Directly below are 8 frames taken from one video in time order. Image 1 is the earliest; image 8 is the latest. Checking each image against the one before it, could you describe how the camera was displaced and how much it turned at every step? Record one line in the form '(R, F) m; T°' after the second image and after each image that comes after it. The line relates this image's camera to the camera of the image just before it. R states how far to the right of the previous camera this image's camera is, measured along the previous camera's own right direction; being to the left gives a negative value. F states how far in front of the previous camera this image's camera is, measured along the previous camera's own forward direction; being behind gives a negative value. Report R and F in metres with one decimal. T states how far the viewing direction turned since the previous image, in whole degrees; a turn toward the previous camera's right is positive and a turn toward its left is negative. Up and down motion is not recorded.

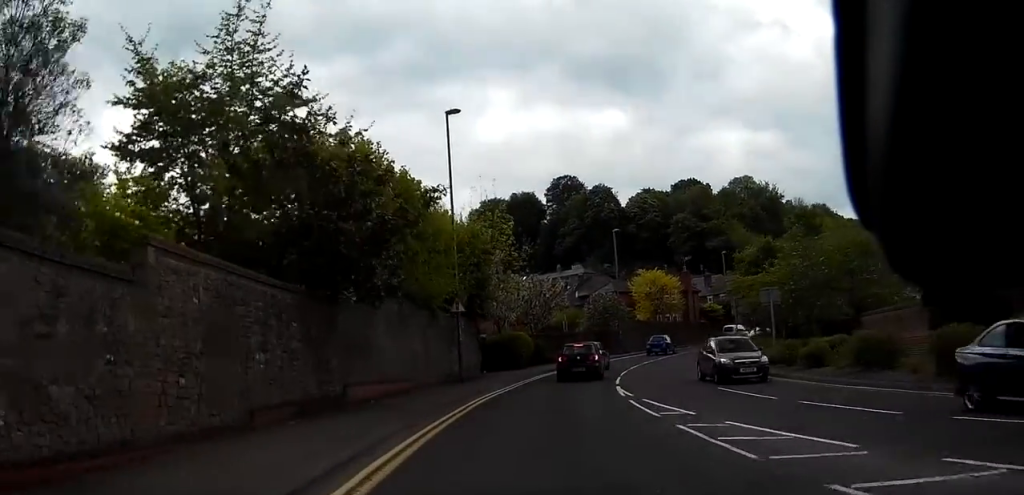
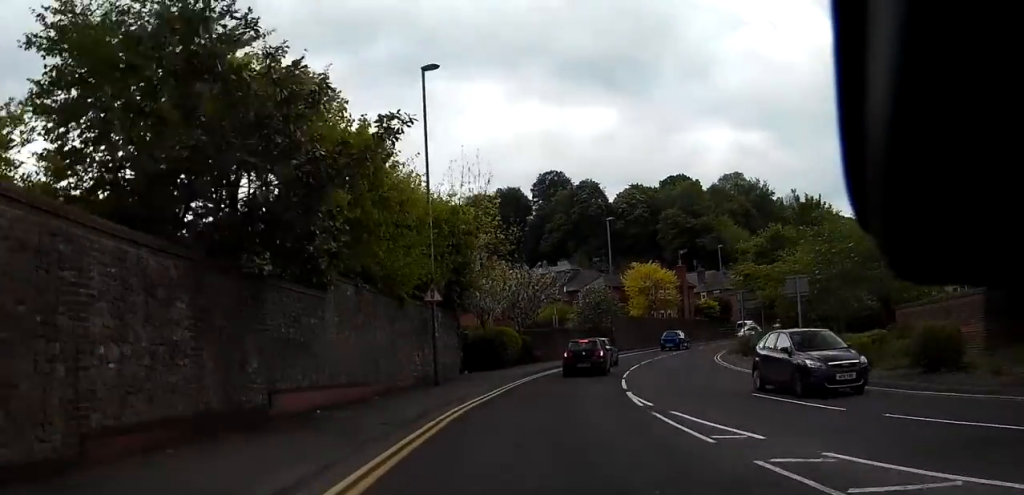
(-0.1, +5.1) m; -2°
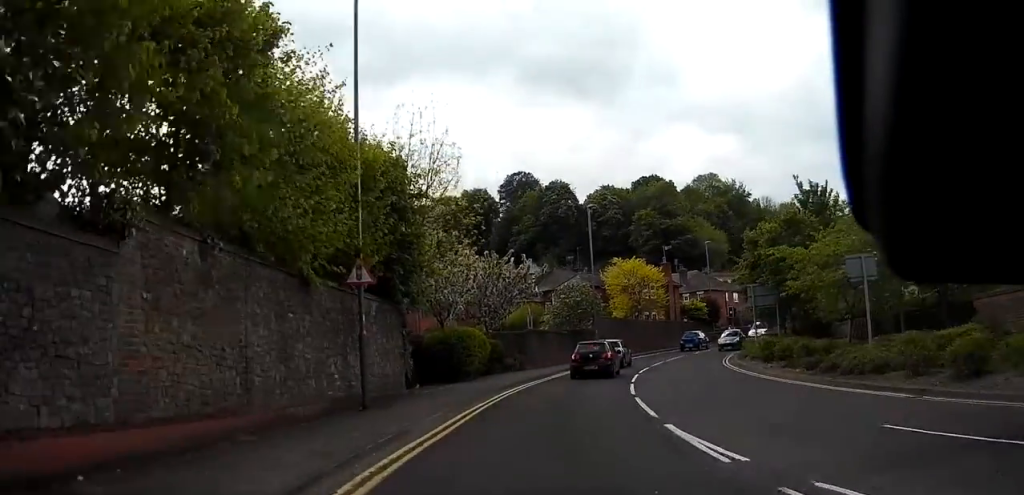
(-0.5, +8.8) m; -2°
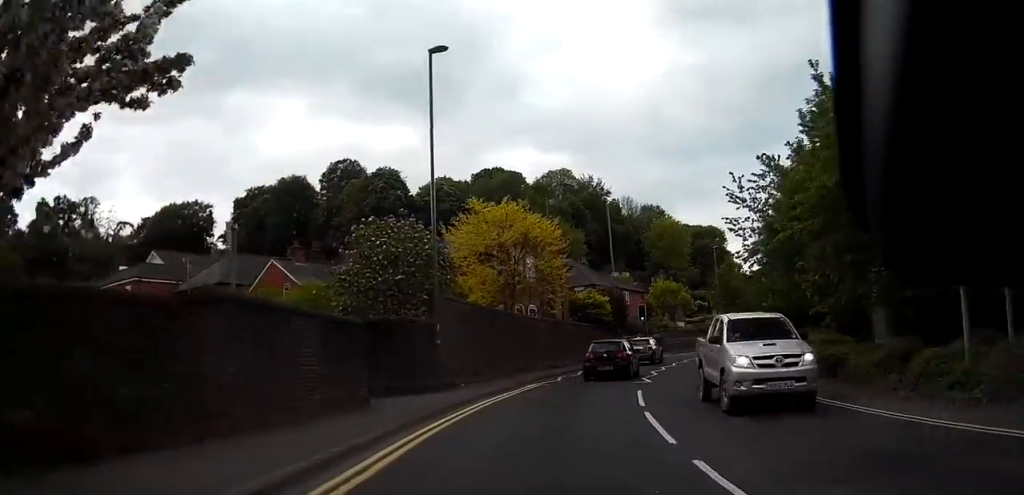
(+4.2, +31.6) m; +17°
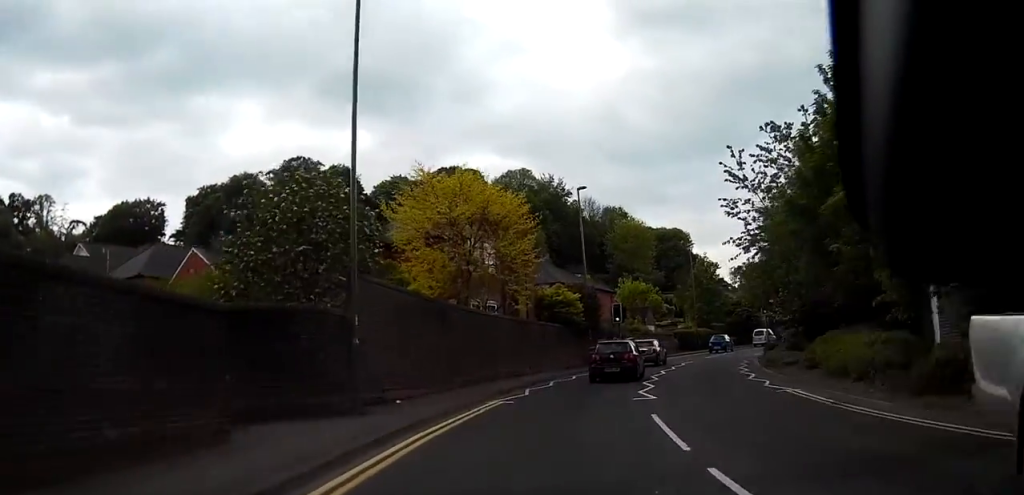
(+0.4, +6.8) m; +2°
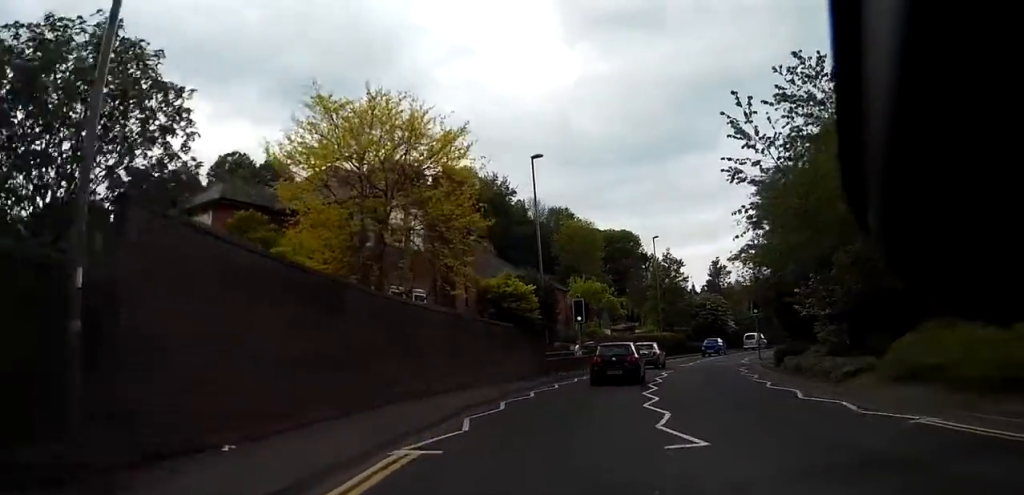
(+0.2, +8.8) m; +3°
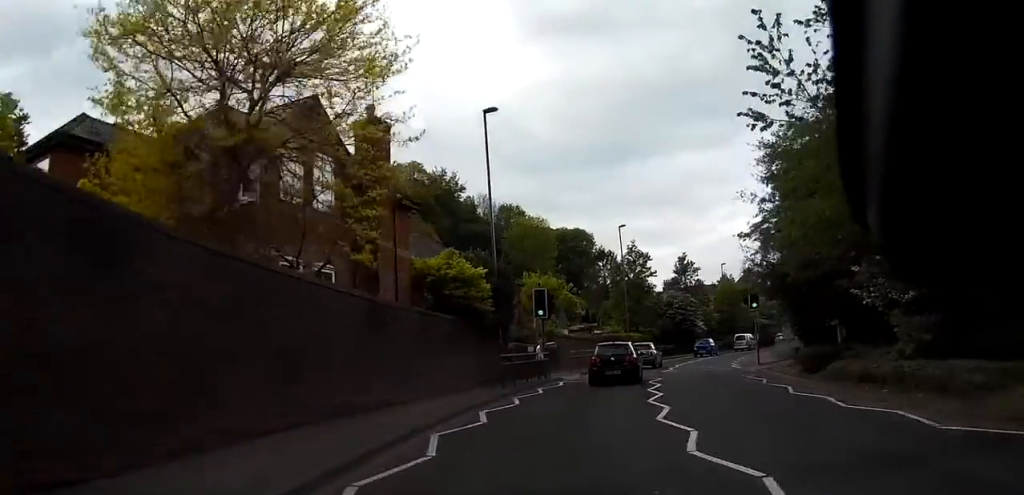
(-0.1, +7.8) m; +2°
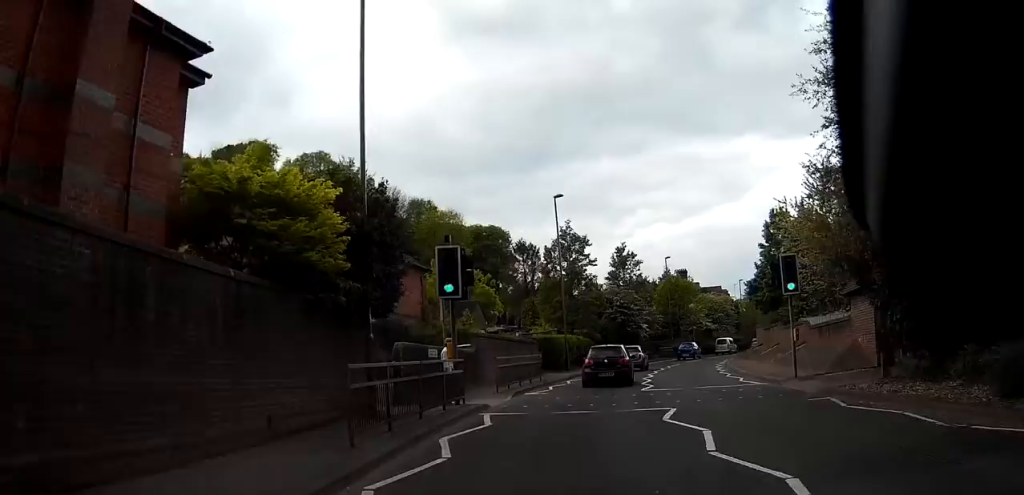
(+1.0, +13.8) m; +6°
